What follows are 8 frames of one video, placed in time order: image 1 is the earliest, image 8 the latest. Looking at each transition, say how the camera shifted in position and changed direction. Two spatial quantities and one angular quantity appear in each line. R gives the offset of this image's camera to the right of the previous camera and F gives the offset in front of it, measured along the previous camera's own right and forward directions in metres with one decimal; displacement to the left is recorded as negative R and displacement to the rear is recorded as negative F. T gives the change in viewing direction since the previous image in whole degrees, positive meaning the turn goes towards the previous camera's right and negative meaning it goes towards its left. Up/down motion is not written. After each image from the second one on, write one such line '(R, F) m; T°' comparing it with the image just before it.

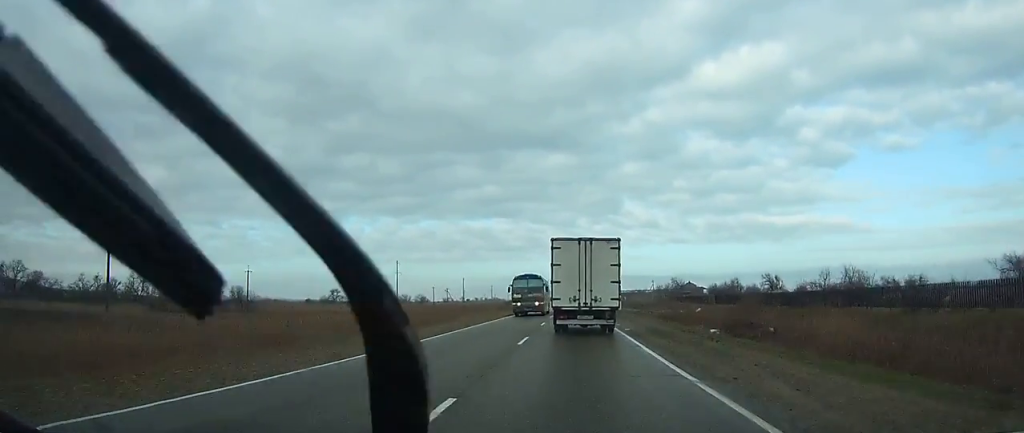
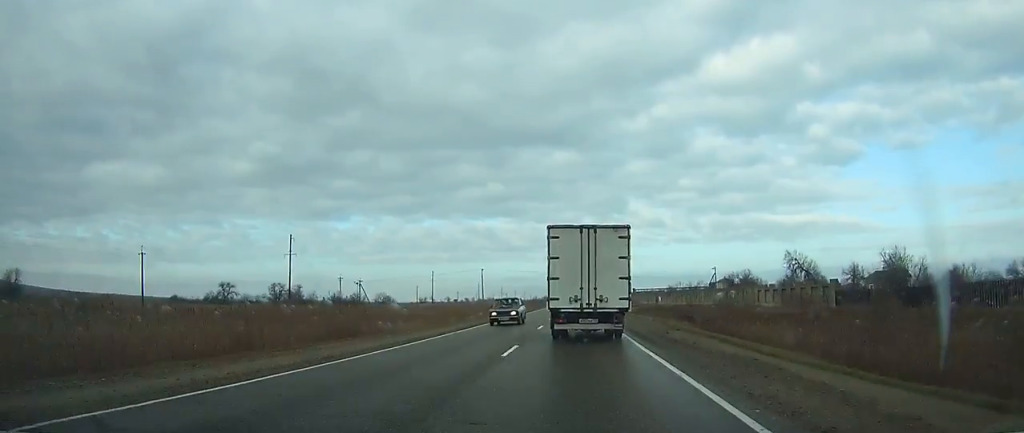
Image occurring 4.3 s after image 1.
(-0.2, +98.5) m; 0°
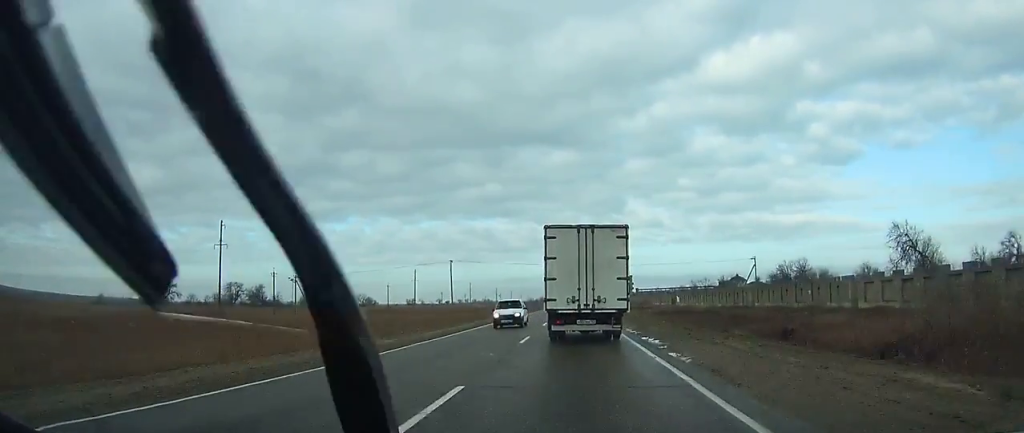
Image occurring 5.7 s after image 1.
(+0.1, +31.9) m; 0°
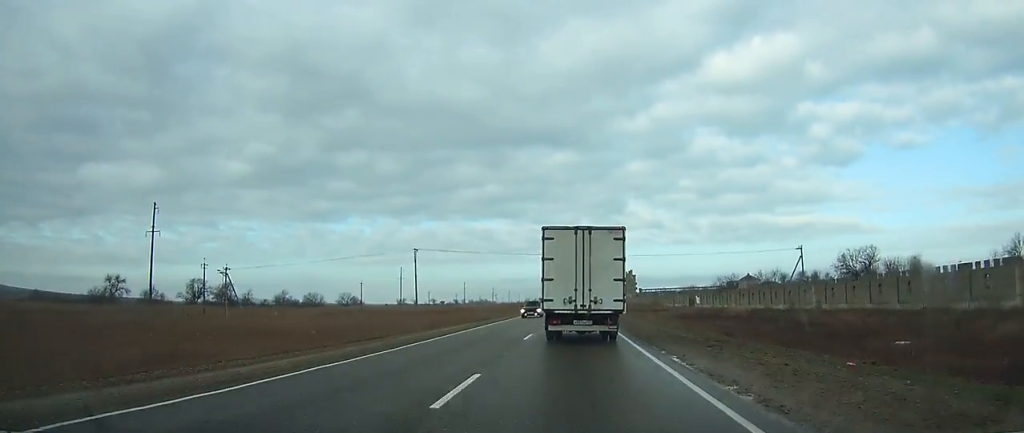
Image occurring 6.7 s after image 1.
(+0.2, +22.7) m; 0°
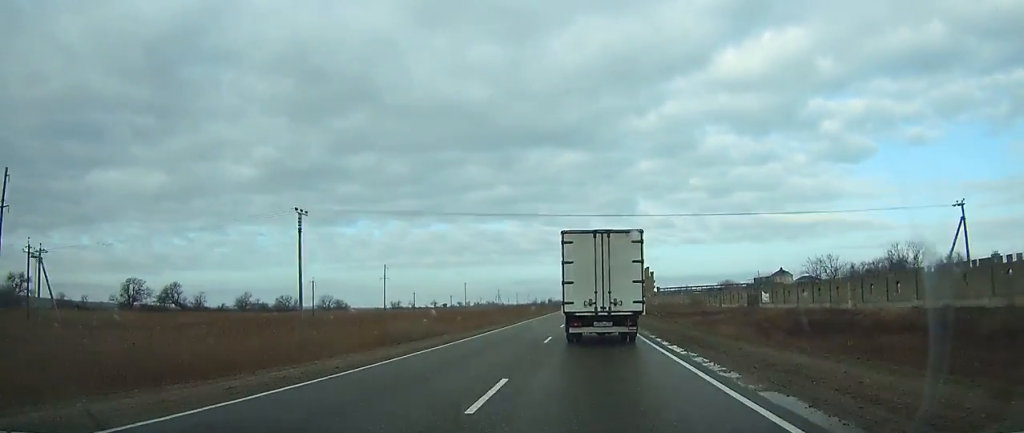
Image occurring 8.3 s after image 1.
(-0.3, +36.3) m; 0°
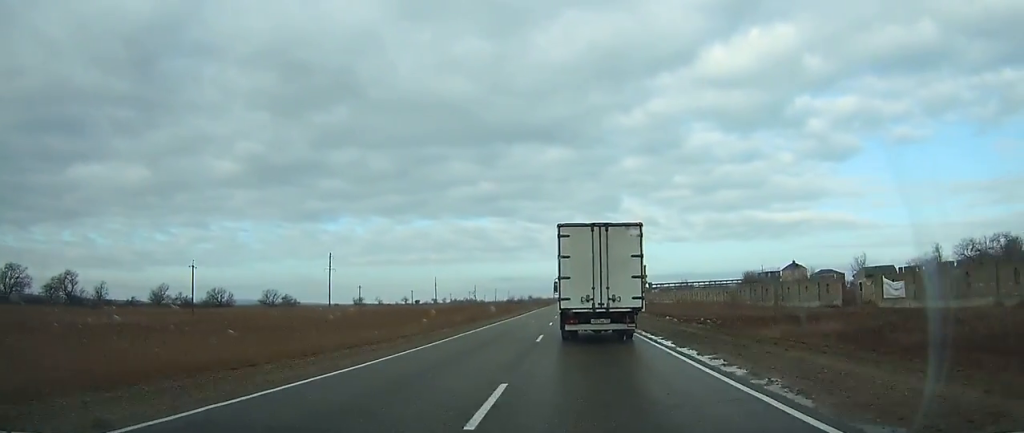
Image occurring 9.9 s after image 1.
(0.0, +36.2) m; 0°
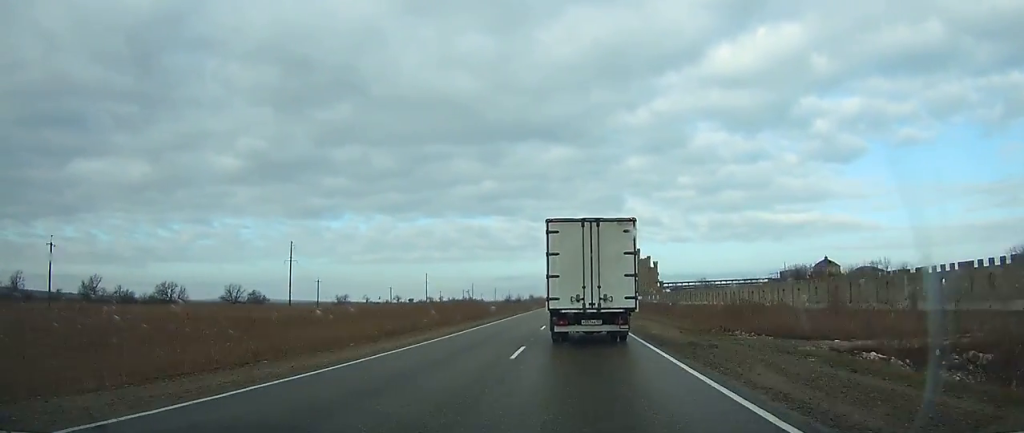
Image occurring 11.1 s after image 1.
(+0.1, +28.4) m; 0°
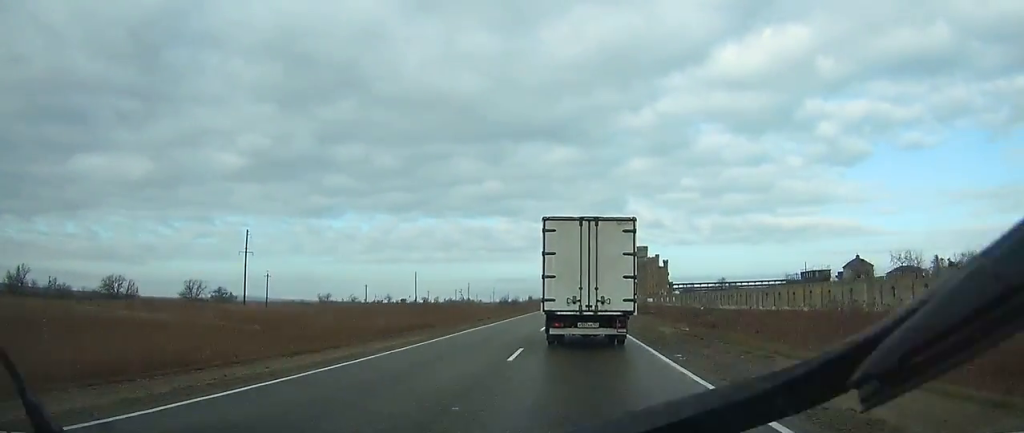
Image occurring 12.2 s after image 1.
(-0.1, +23.7) m; 0°
